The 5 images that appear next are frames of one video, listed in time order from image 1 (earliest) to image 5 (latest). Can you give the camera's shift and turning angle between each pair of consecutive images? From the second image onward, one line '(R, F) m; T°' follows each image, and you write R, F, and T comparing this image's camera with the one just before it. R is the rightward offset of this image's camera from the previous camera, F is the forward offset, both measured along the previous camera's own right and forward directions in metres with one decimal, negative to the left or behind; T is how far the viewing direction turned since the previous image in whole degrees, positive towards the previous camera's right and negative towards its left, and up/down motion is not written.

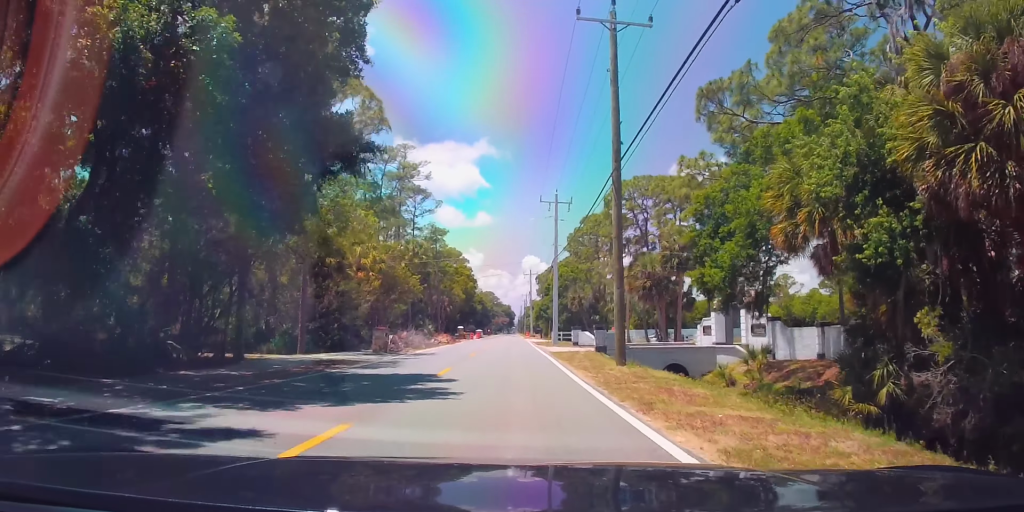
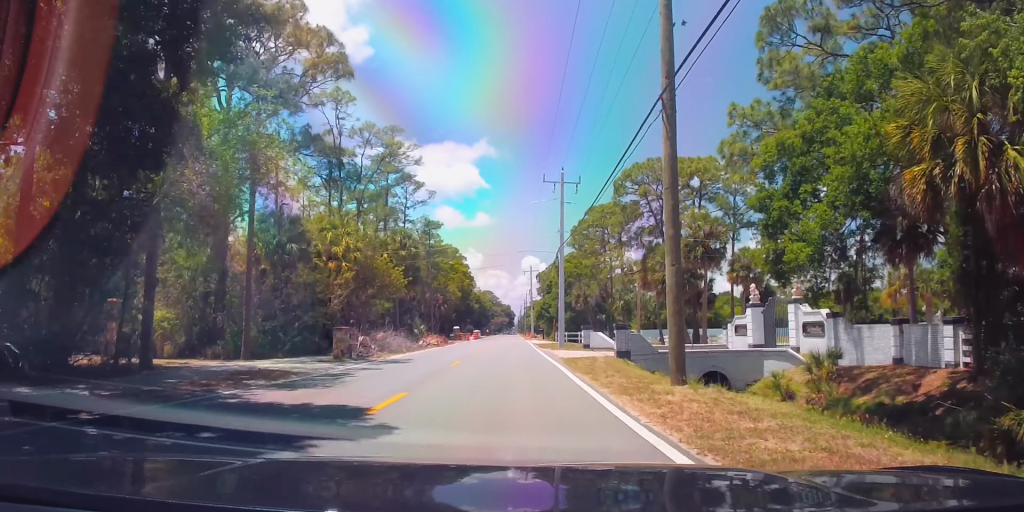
(0.0, +7.7) m; 0°
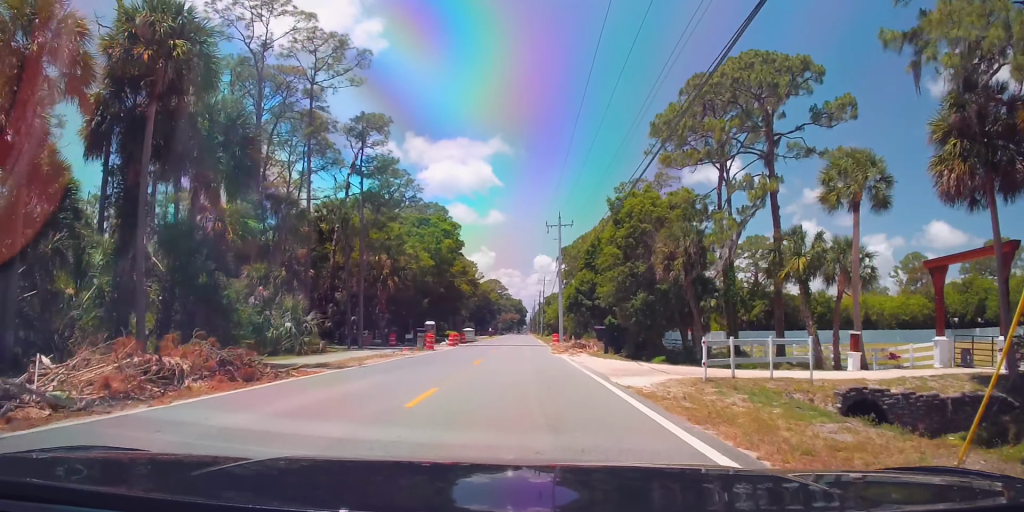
(-1.0, +48.2) m; -2°
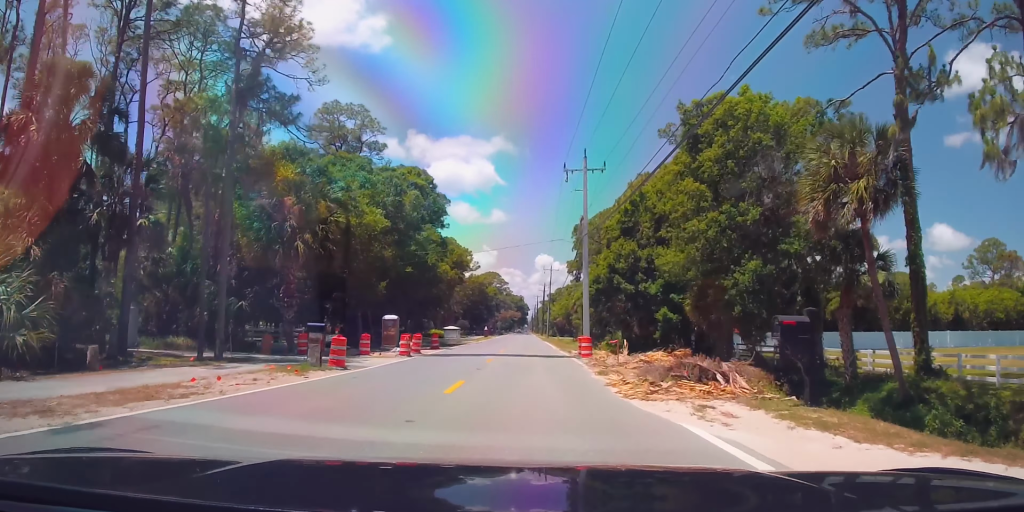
(+0.7, +22.0) m; +2°
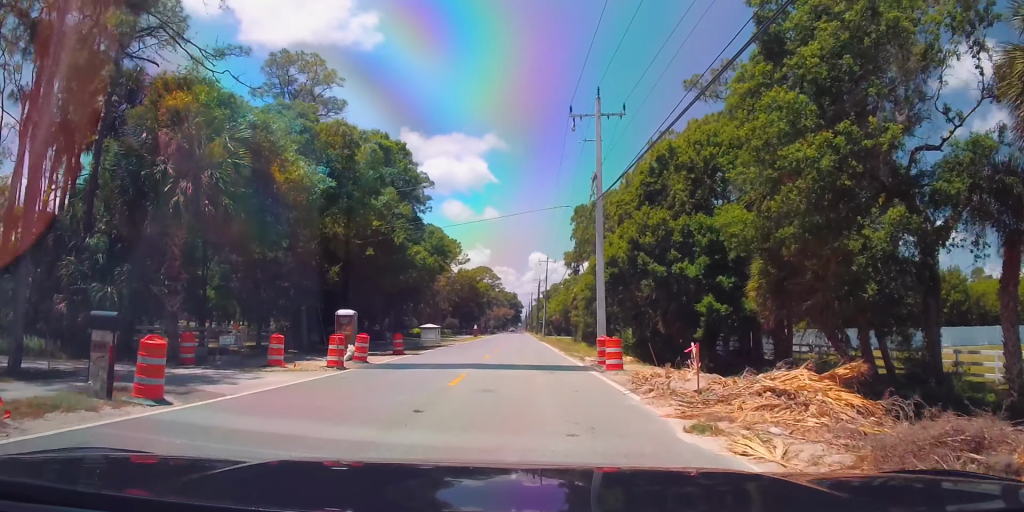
(0.0, +10.4) m; 0°
